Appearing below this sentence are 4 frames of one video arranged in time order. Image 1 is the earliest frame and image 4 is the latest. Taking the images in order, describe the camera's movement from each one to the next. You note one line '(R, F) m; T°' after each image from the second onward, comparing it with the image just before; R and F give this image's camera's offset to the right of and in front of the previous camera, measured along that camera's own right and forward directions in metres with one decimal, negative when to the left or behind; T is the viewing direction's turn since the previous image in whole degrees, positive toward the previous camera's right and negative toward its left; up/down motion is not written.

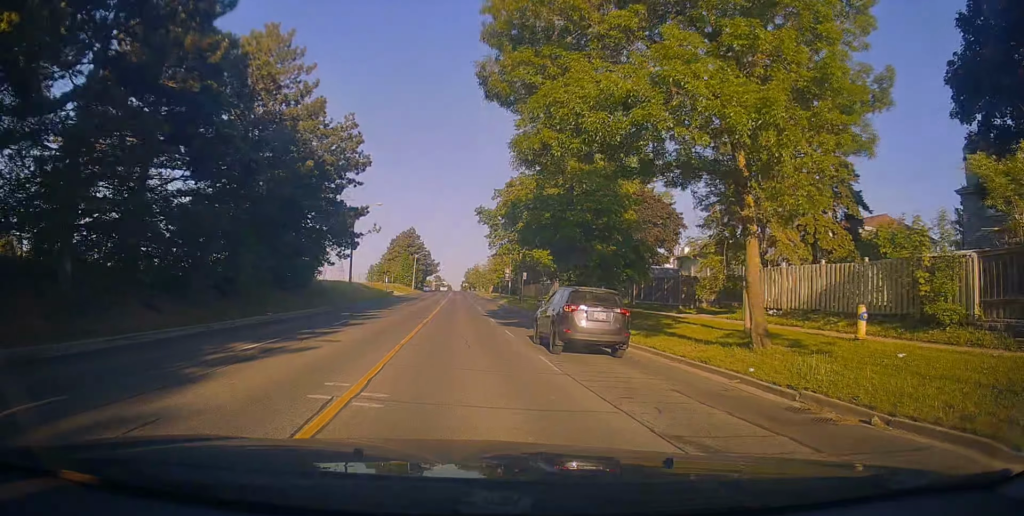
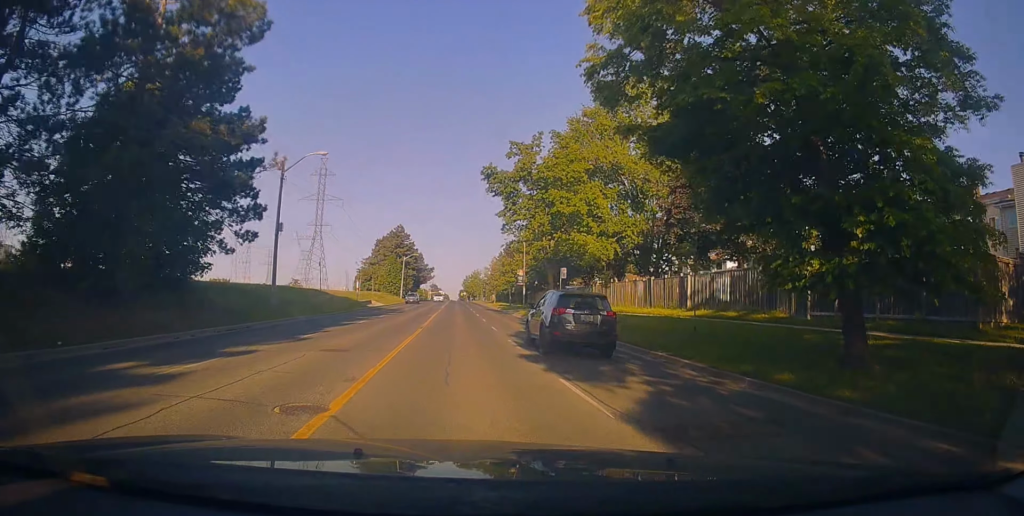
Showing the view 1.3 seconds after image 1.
(-0.6, +21.6) m; -1°
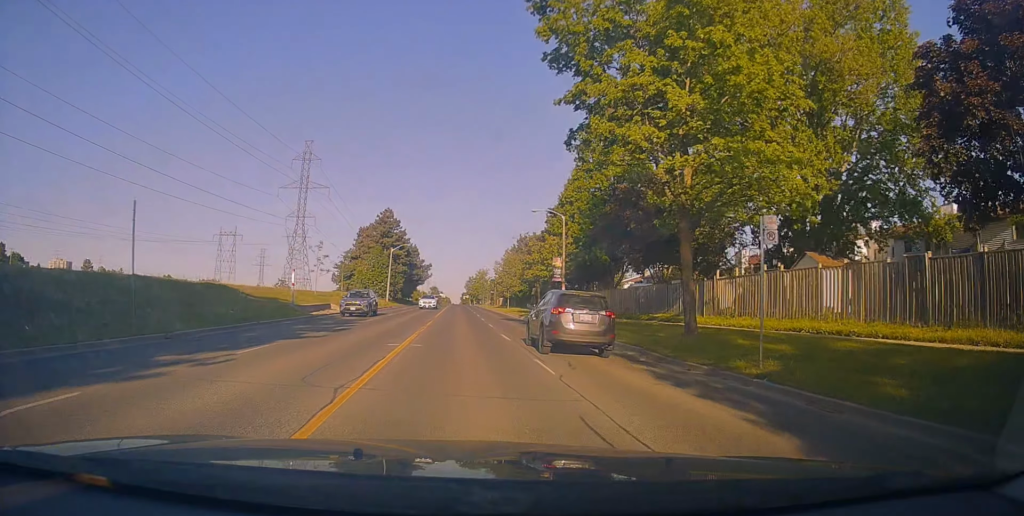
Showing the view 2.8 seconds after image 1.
(+0.9, +22.8) m; +2°
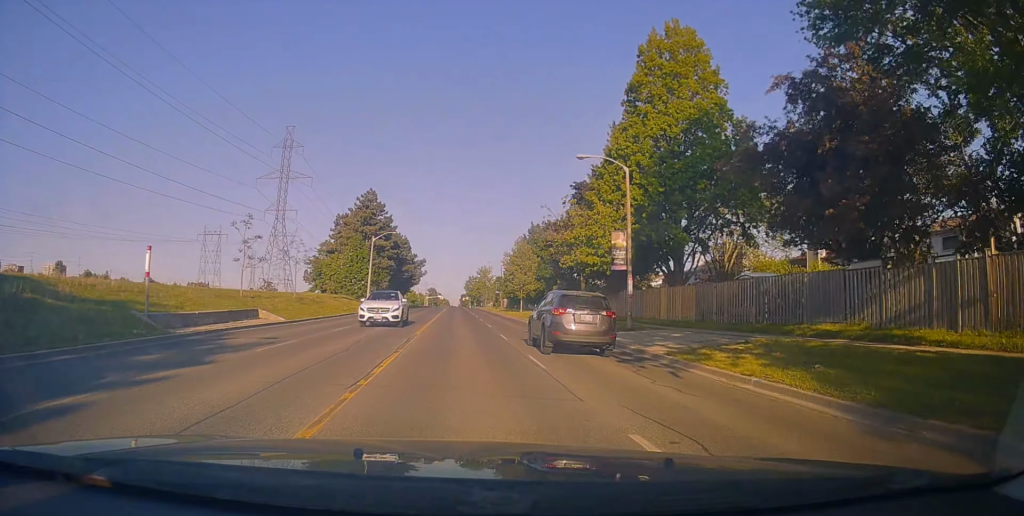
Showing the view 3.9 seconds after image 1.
(-0.1, +16.3) m; -1°
